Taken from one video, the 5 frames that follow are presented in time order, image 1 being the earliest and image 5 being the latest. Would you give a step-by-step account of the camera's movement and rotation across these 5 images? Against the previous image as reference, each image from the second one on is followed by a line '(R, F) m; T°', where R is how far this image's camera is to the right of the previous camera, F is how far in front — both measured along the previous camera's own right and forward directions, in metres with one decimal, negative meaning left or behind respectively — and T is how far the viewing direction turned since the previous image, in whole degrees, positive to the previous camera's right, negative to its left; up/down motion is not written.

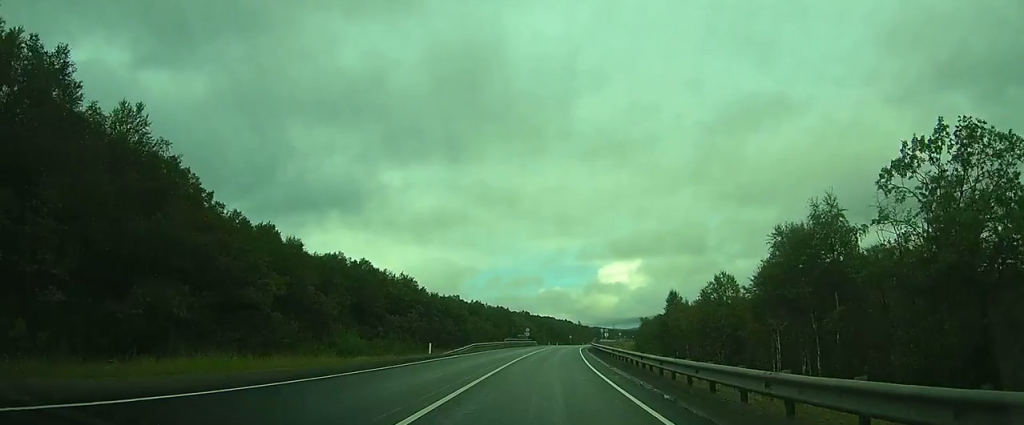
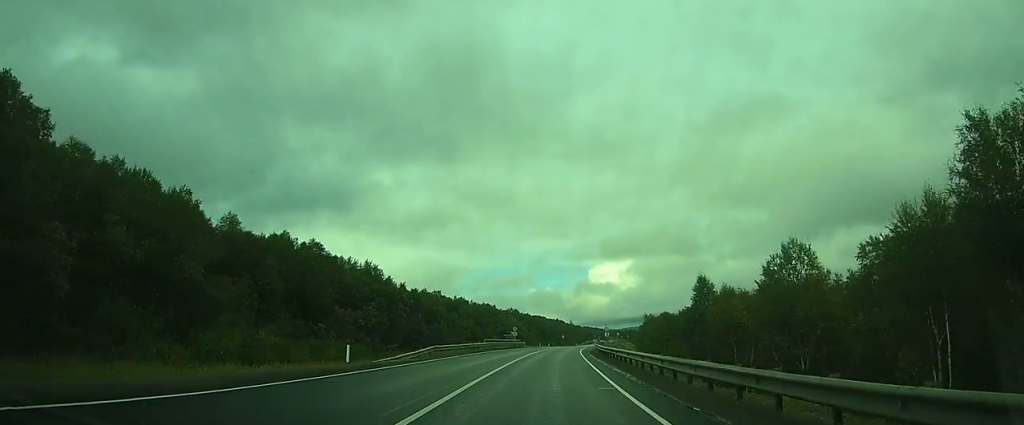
(0.0, +14.9) m; 0°
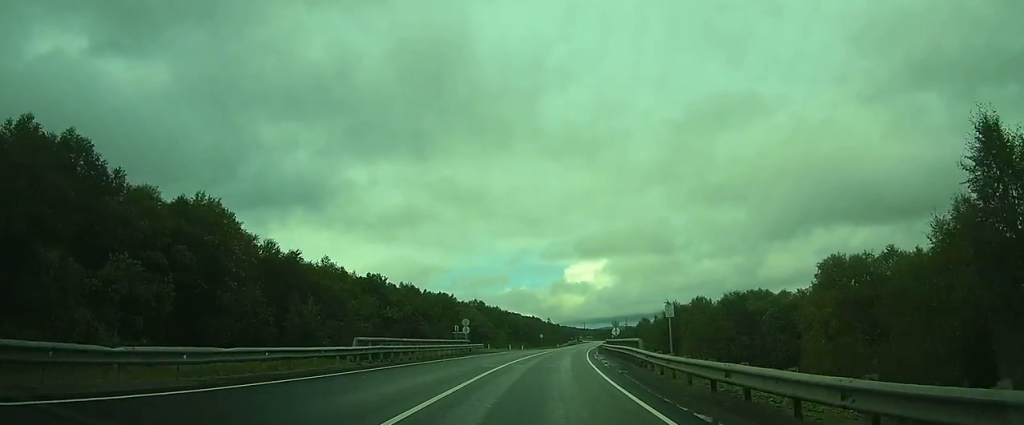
(0.0, +34.2) m; +1°
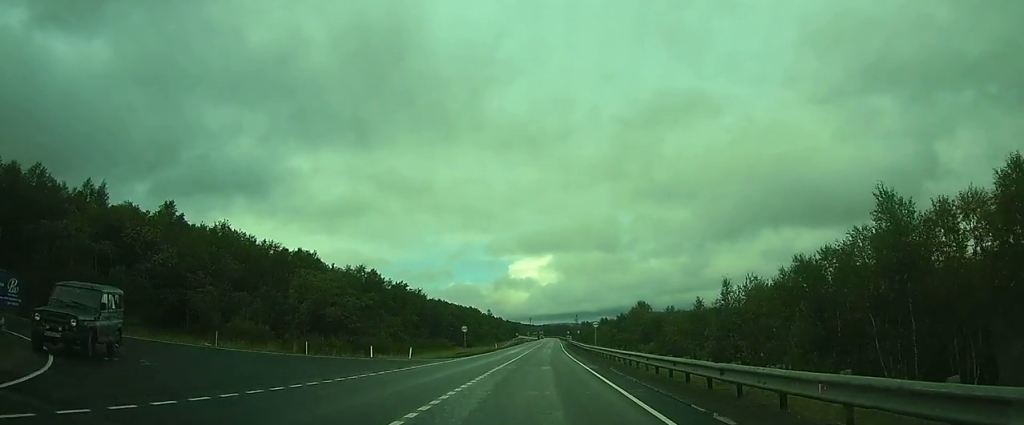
(+2.5, +50.1) m; +6°
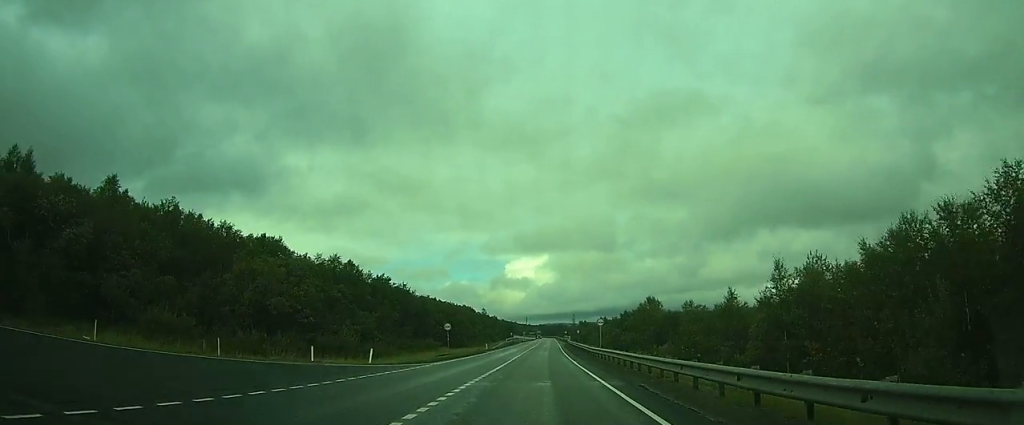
(0.0, +8.8) m; +1°
